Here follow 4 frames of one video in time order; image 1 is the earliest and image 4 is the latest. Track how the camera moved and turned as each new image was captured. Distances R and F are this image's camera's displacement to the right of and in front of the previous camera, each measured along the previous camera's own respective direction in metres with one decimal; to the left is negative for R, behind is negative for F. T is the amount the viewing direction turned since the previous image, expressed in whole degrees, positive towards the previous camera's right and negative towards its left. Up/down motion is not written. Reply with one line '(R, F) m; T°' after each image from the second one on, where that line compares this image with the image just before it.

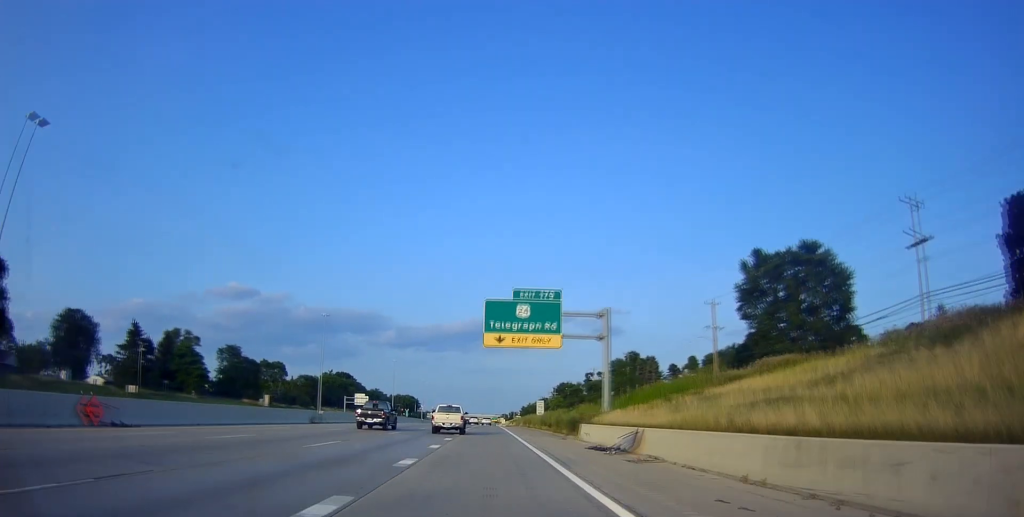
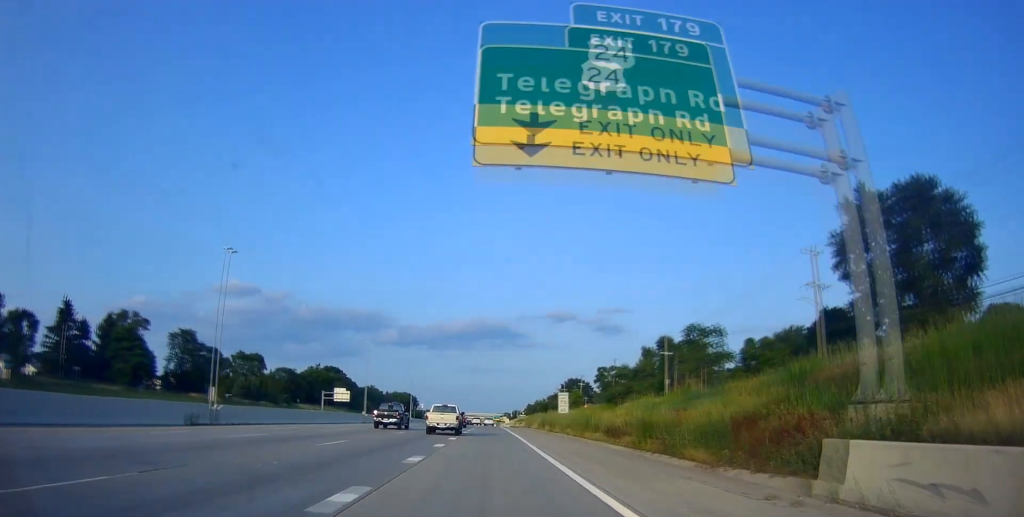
(+0.4, +29.5) m; 0°
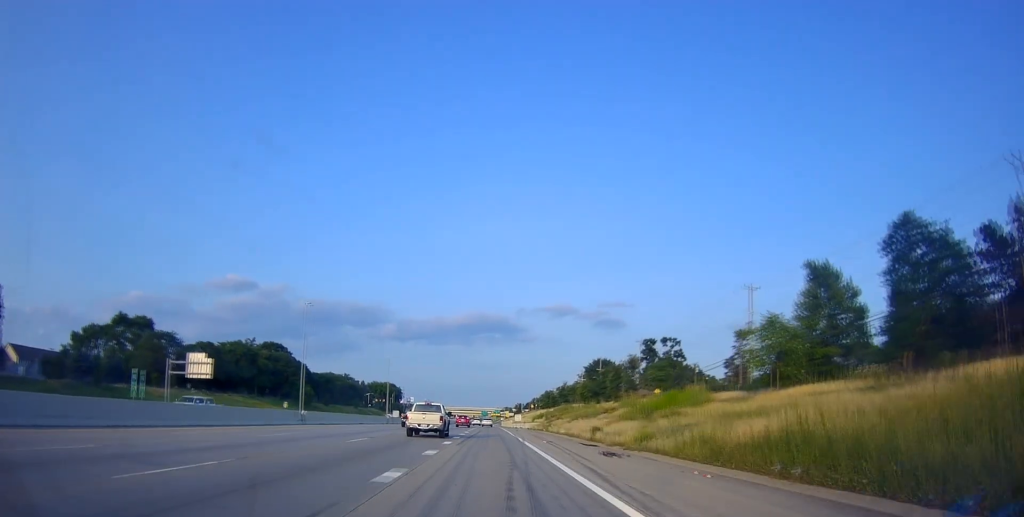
(-1.4, +87.4) m; -1°
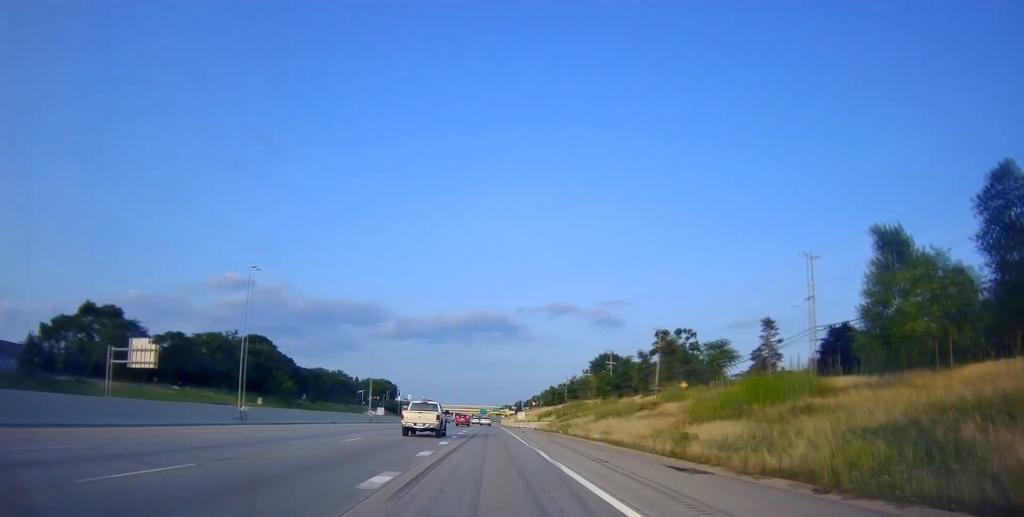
(0.0, +16.2) m; 0°
